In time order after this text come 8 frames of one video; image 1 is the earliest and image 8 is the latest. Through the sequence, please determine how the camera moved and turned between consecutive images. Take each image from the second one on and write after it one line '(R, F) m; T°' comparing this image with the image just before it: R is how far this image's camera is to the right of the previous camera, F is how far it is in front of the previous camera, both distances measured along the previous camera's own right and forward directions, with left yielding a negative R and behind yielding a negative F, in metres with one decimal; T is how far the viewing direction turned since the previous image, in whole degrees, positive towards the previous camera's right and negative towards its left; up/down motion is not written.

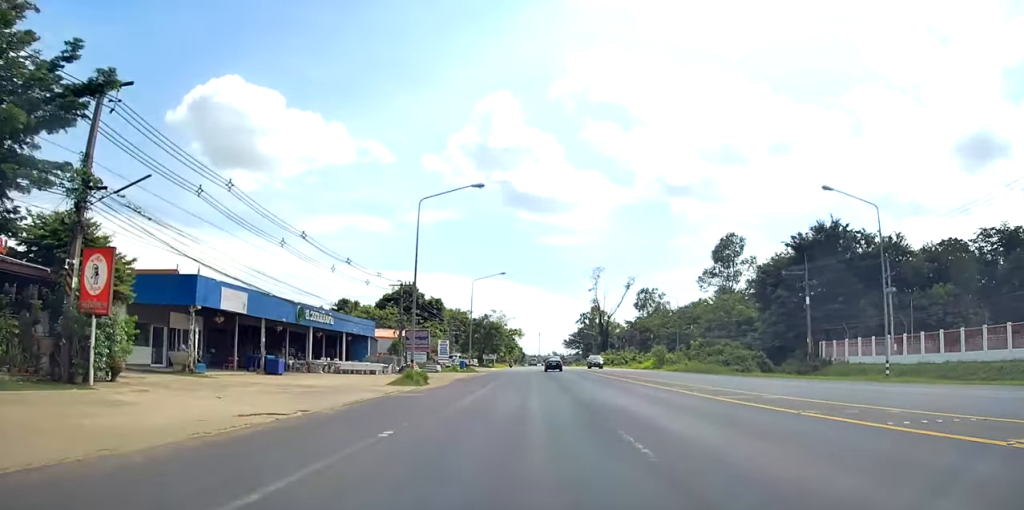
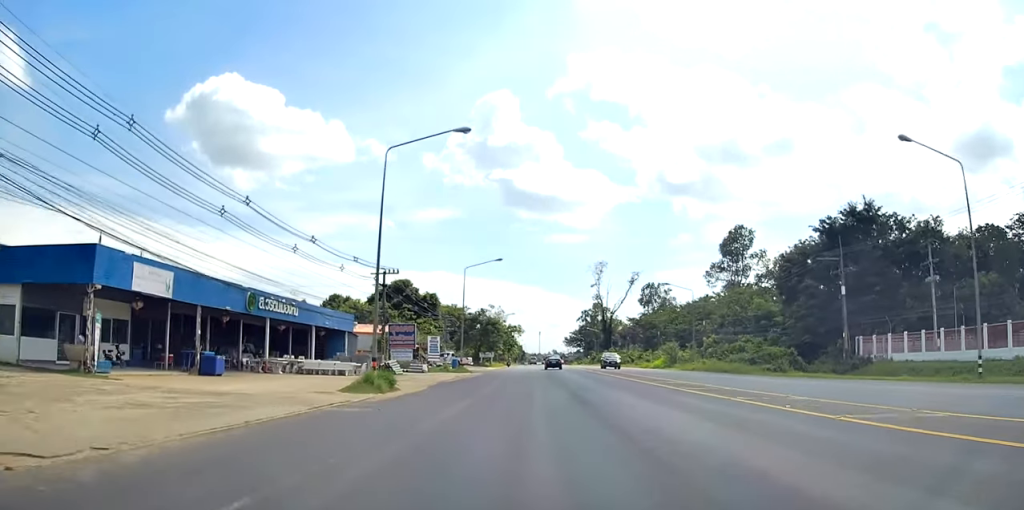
(0.0, +7.8) m; 0°
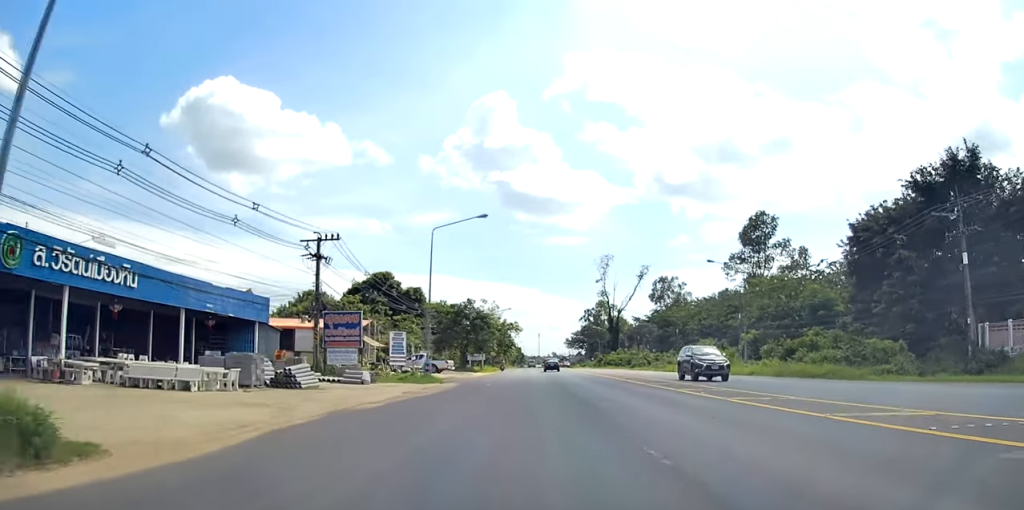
(+0.1, +17.1) m; 0°
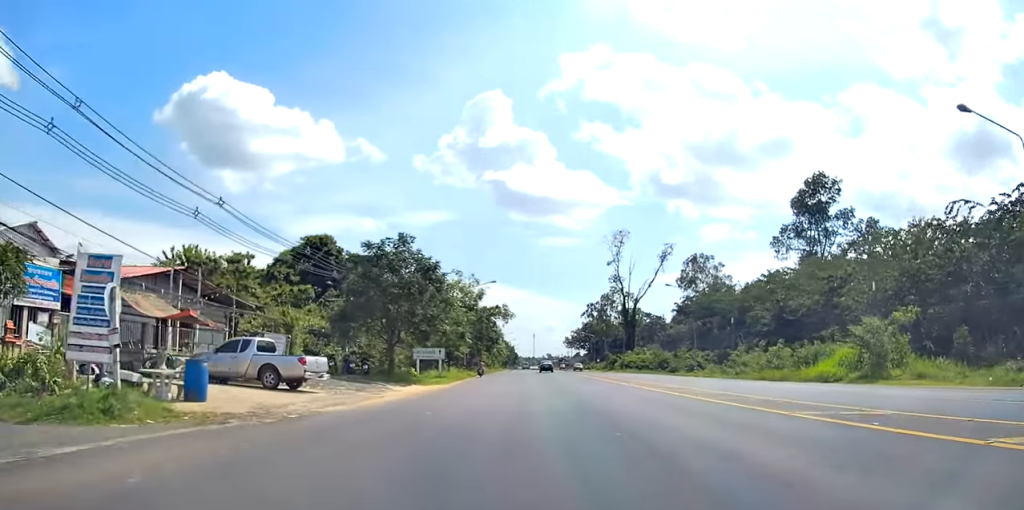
(+0.7, +34.8) m; +1°
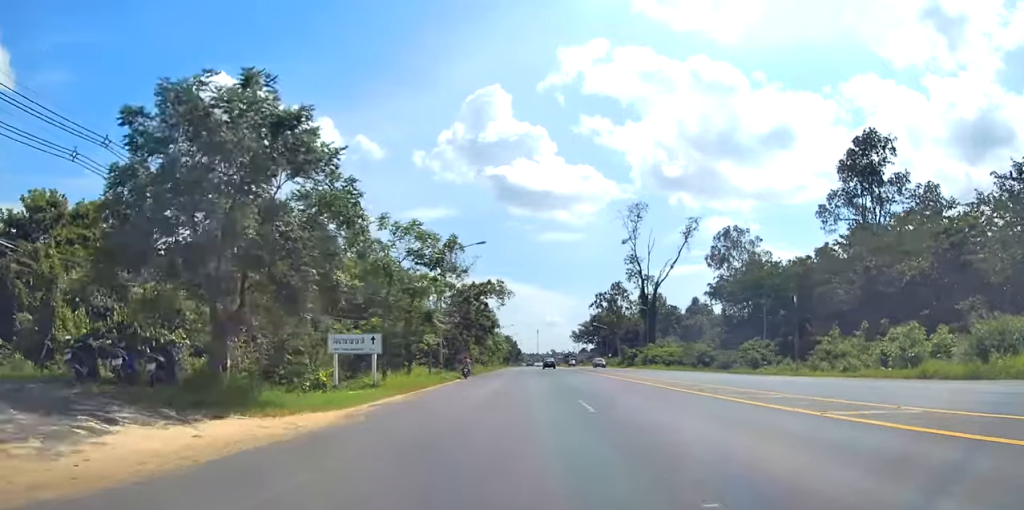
(-0.6, +19.1) m; -2°
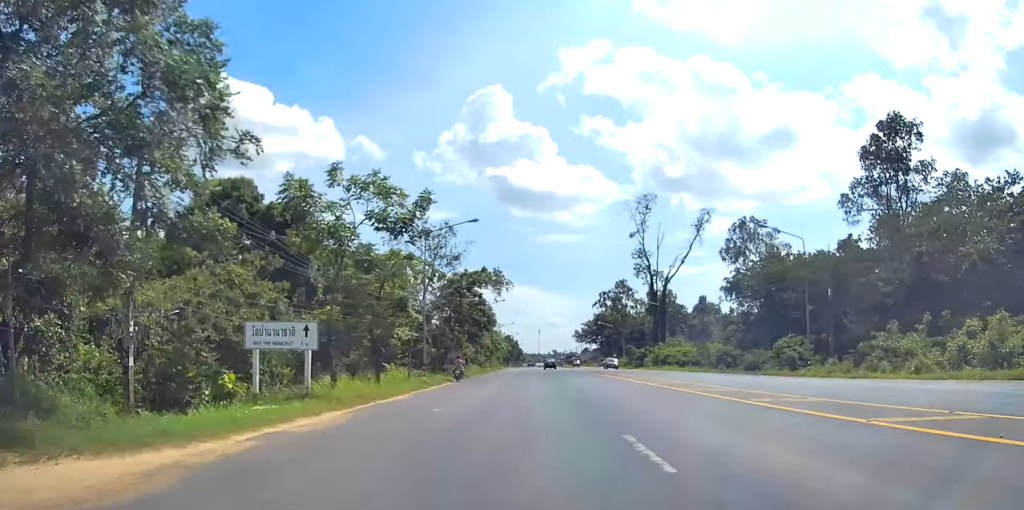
(0.0, +7.5) m; +1°
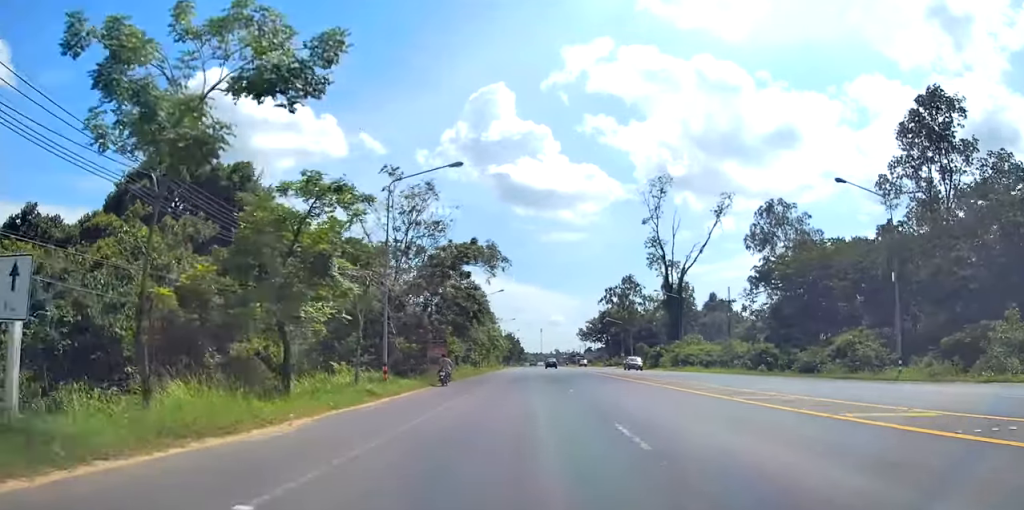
(-0.1, +11.0) m; +1°
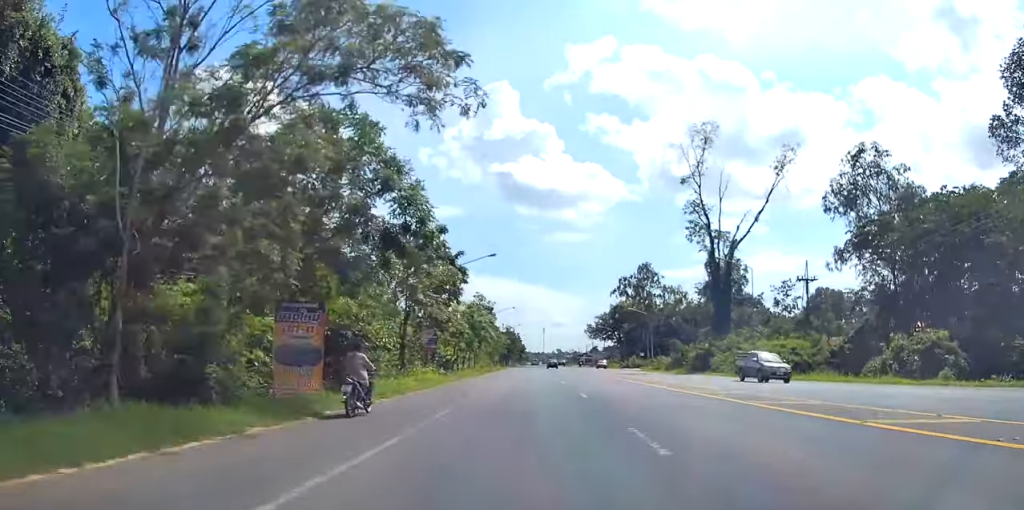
(+0.4, +24.5) m; 0°
